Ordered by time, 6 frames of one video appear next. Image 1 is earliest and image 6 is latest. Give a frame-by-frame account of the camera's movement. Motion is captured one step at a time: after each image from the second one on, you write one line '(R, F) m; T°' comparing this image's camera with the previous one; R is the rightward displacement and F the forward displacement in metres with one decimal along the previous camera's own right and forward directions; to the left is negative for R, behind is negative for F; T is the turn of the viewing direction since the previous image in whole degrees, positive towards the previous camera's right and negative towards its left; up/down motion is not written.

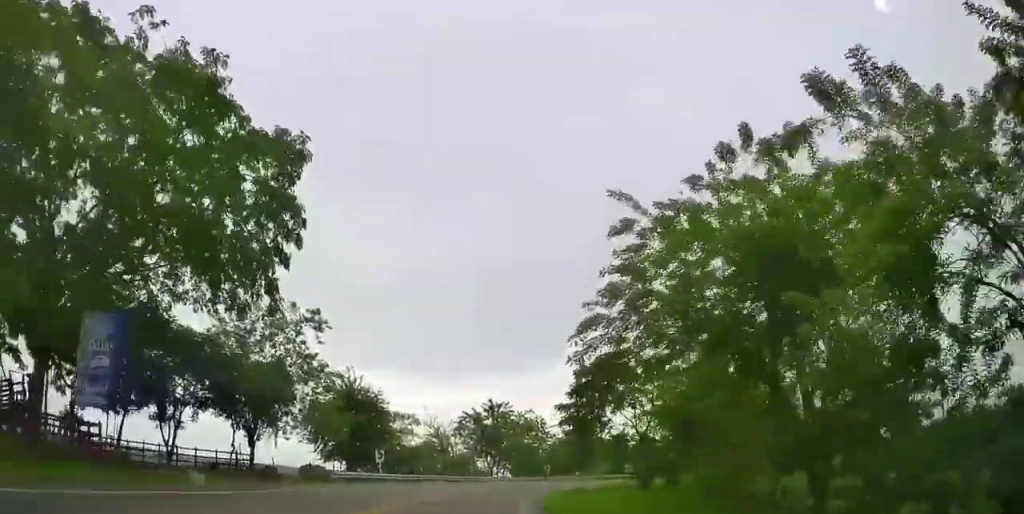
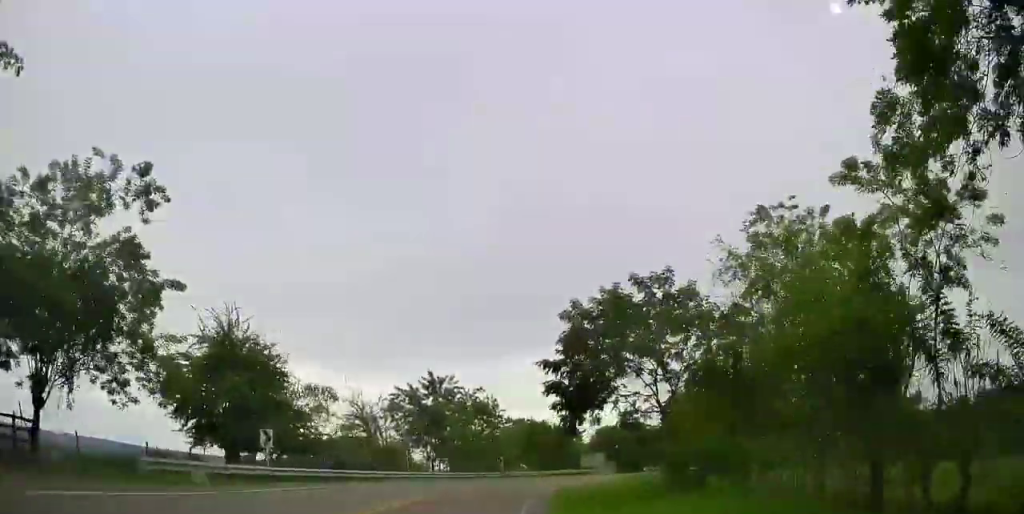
(+2.7, +15.8) m; +8°
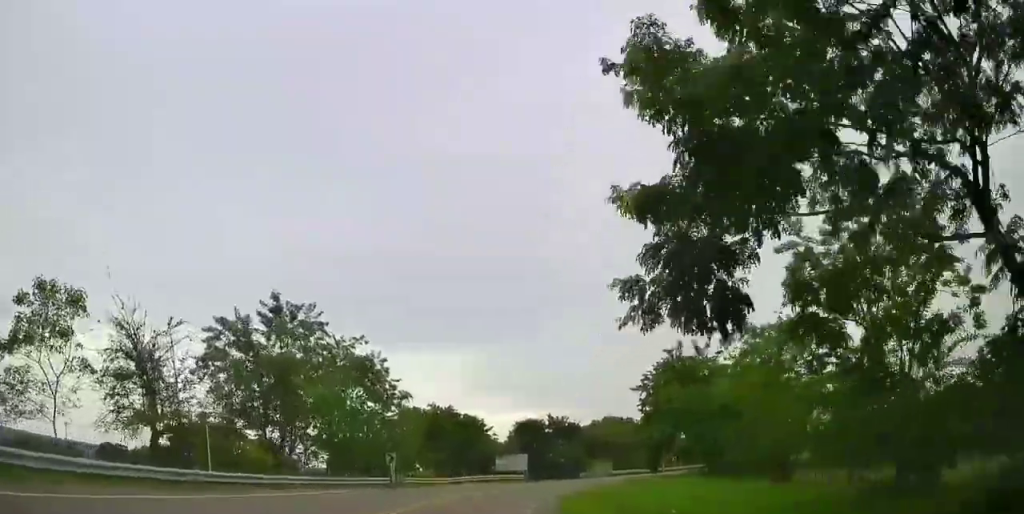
(-0.8, +23.3) m; +2°
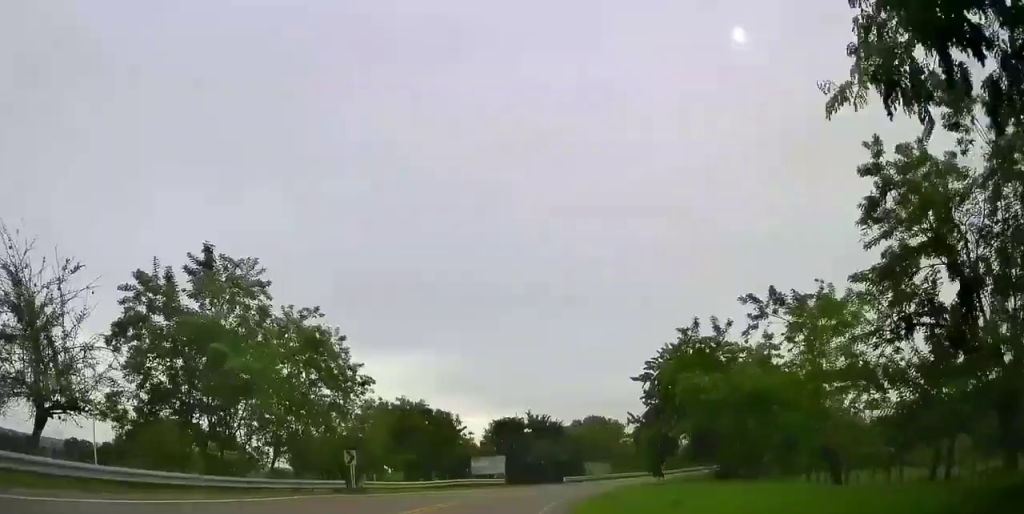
(+0.4, +5.9) m; +2°
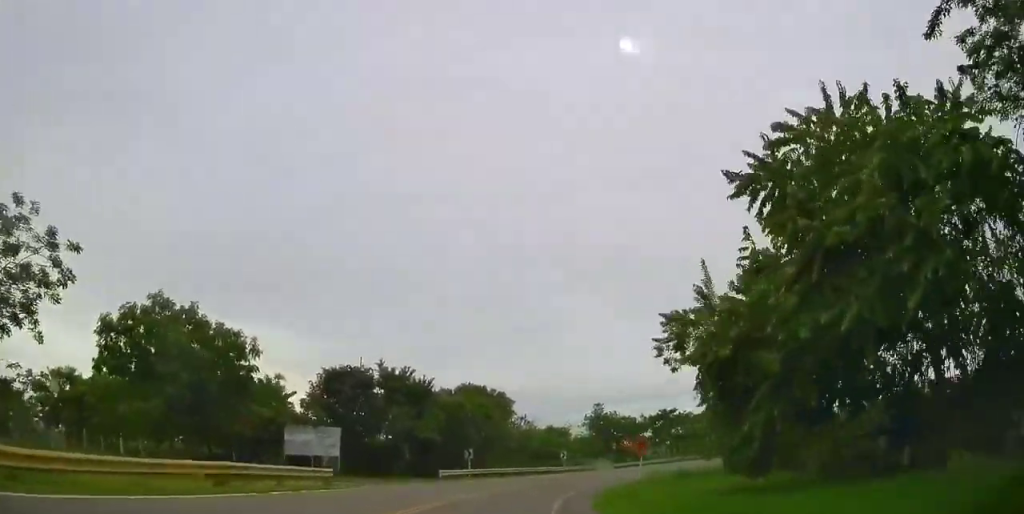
(+2.6, +25.2) m; +15°
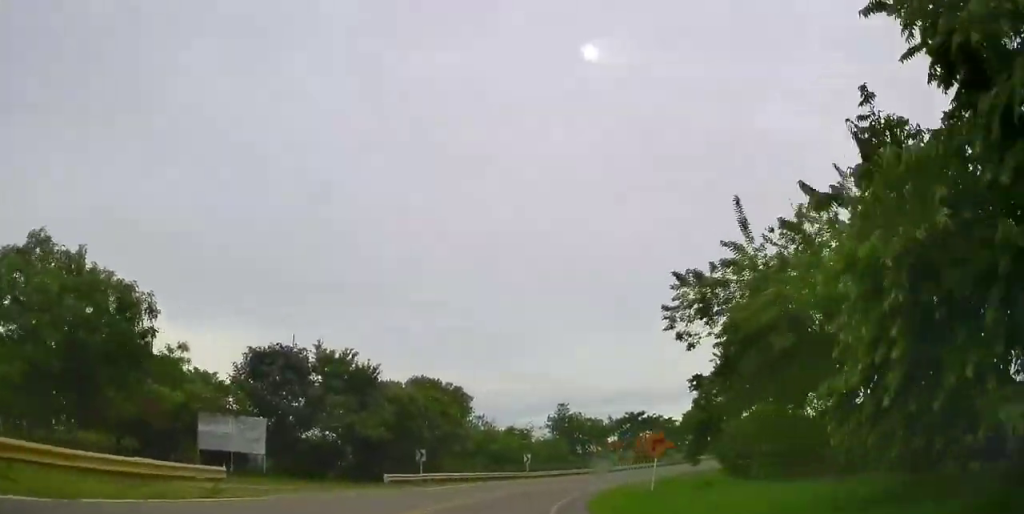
(+0.5, +7.0) m; +5°
